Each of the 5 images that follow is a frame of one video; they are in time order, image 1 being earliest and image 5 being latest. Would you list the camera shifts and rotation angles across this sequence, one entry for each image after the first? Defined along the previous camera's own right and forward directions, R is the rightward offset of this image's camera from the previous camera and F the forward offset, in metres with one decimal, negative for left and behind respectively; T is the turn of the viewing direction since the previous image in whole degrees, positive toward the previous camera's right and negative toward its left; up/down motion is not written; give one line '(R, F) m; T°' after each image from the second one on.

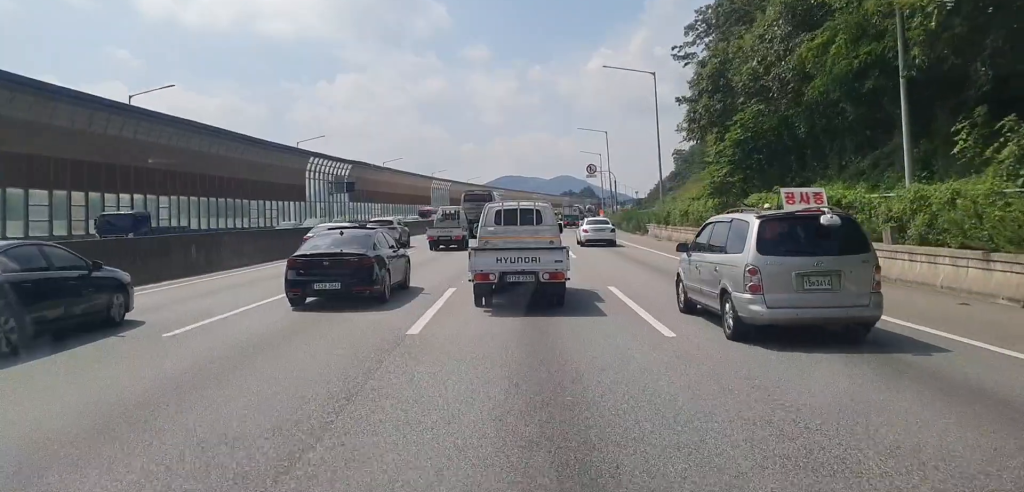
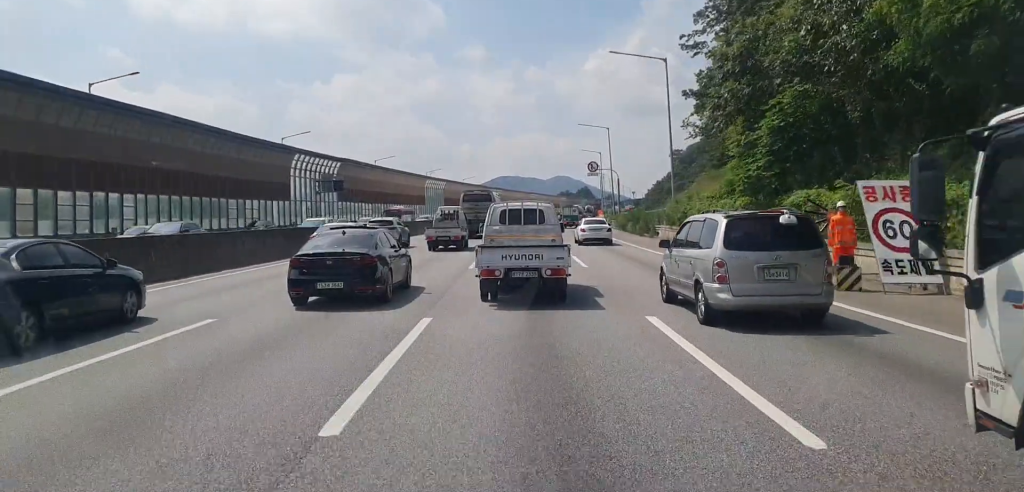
(0.0, +5.3) m; +3°
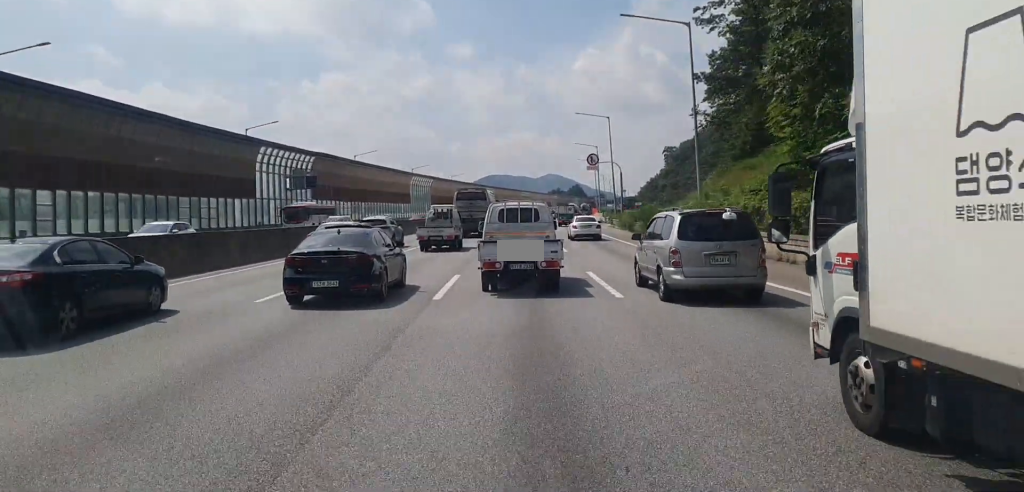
(+0.3, +9.3) m; 0°
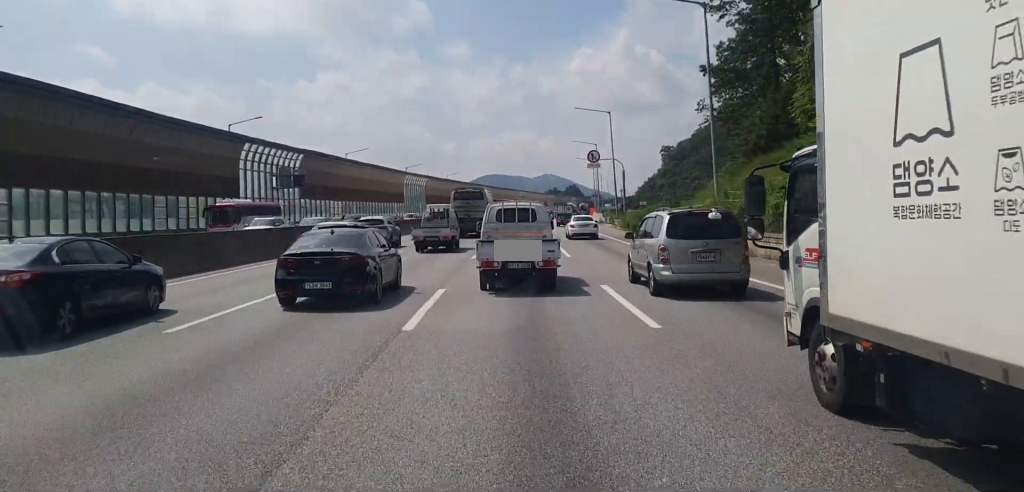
(-0.2, +3.9) m; -1°
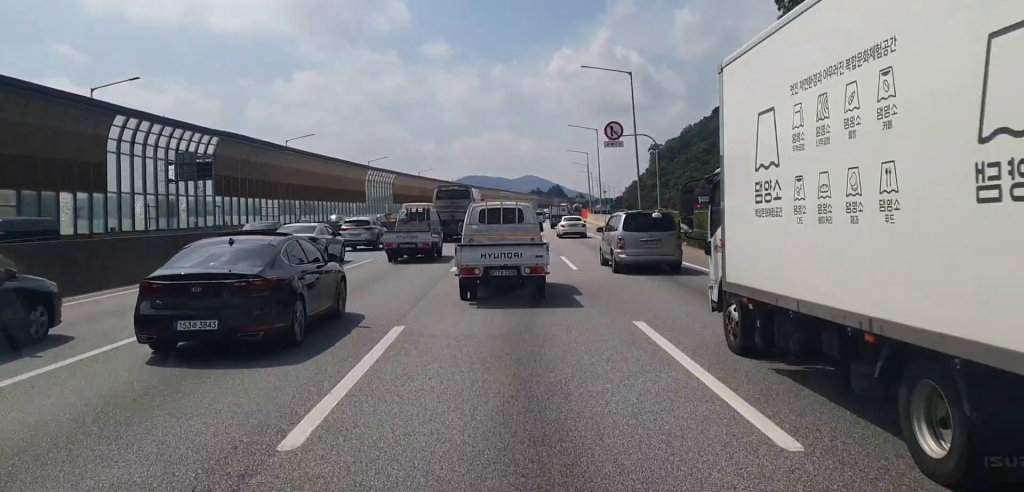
(+0.3, +23.7) m; +2°
